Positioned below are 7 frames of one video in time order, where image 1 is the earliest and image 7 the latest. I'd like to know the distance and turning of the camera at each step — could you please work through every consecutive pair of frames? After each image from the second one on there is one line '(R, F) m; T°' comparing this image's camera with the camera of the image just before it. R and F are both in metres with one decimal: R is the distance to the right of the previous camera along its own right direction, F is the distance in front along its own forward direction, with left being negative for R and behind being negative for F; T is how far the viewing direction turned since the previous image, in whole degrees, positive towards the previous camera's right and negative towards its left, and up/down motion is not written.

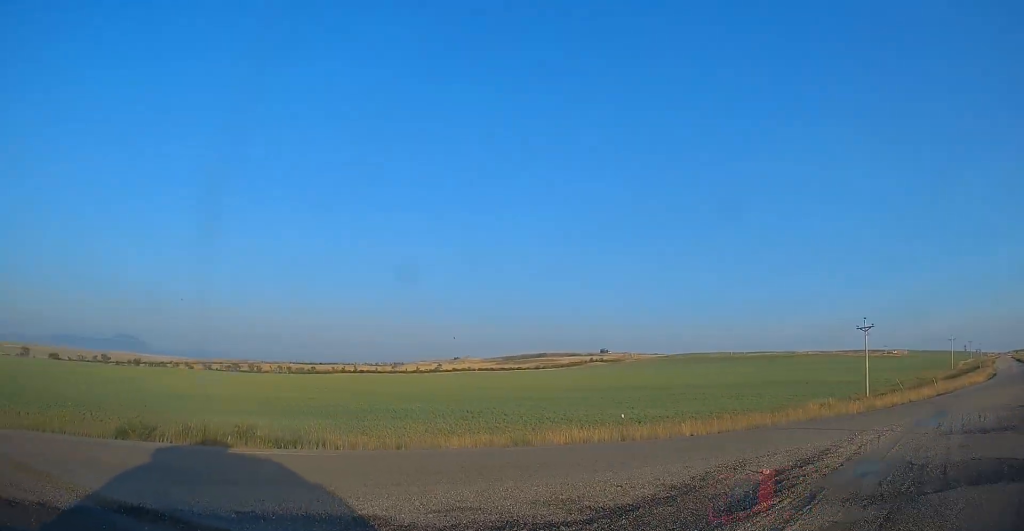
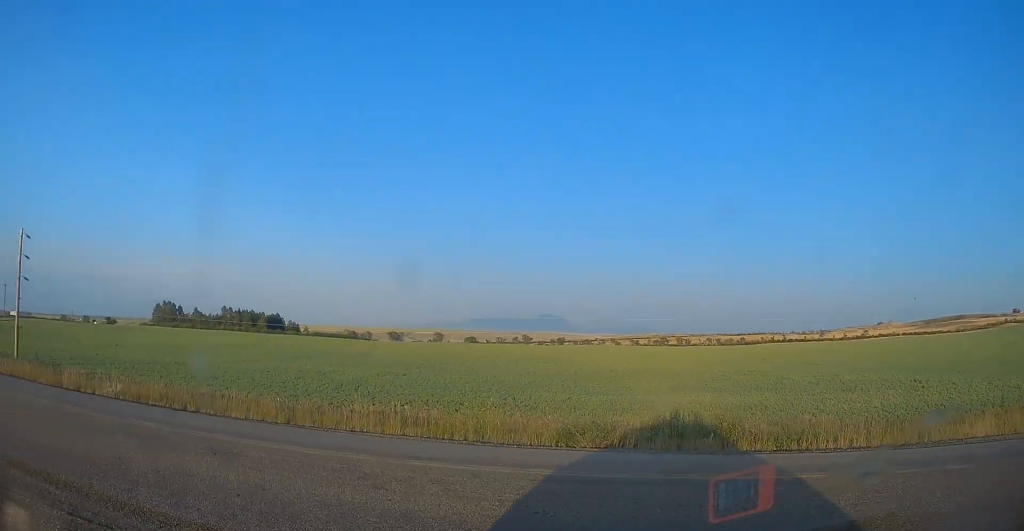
(-1.1, +4.1) m; -35°
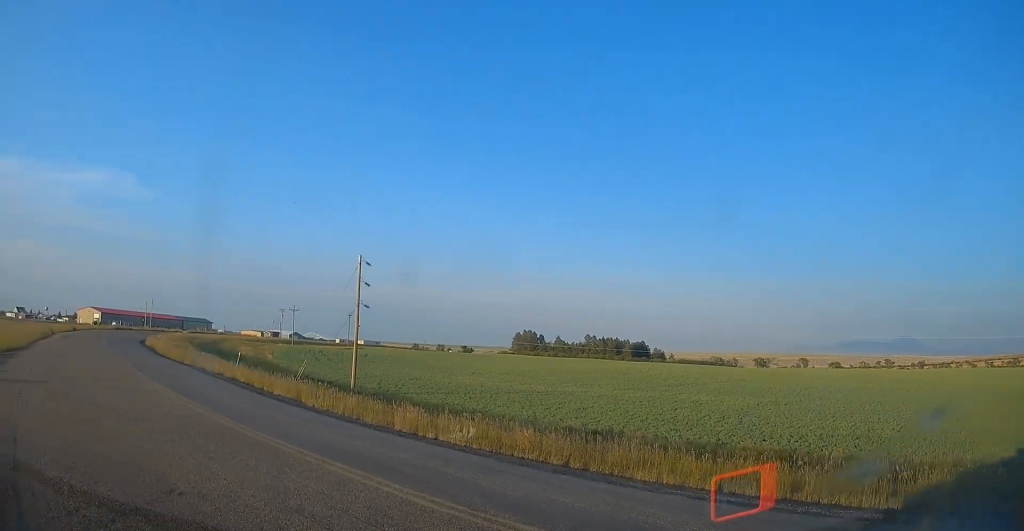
(-1.1, +4.4) m; -26°
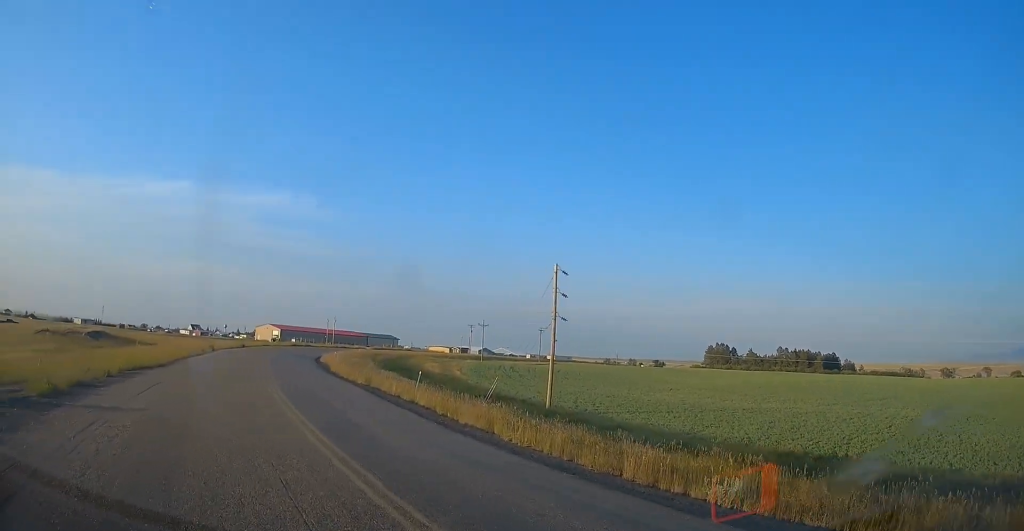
(-0.7, +4.3) m; -8°
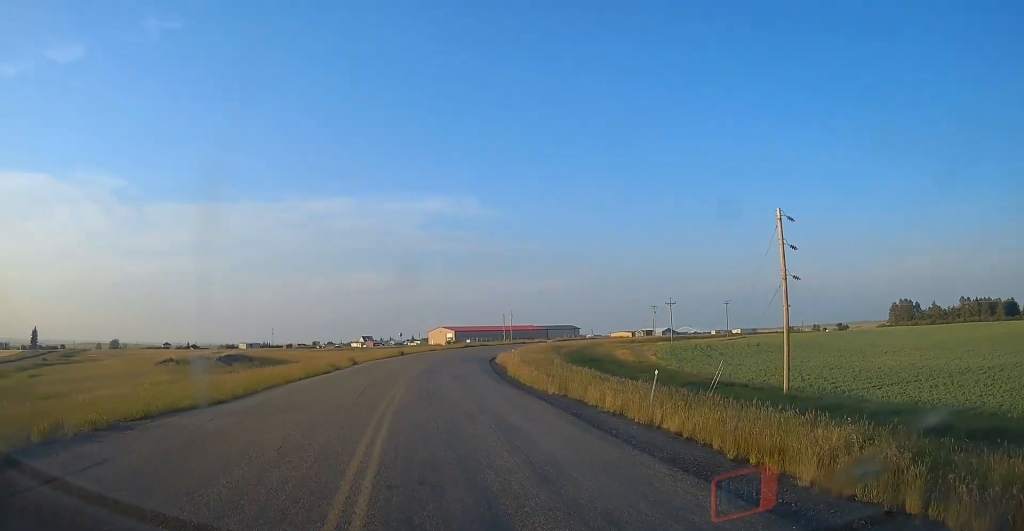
(-0.7, +11.1) m; -7°
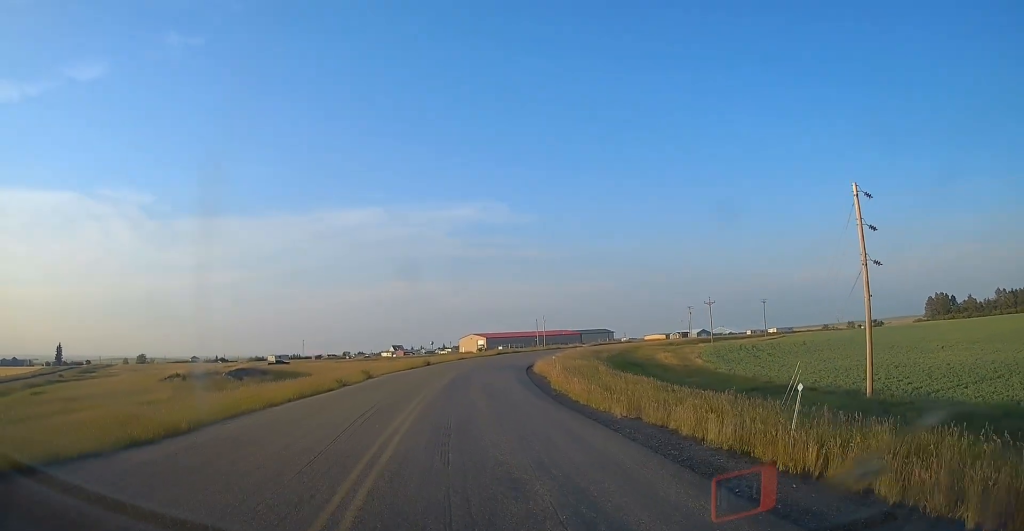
(-0.2, +5.9) m; -3°
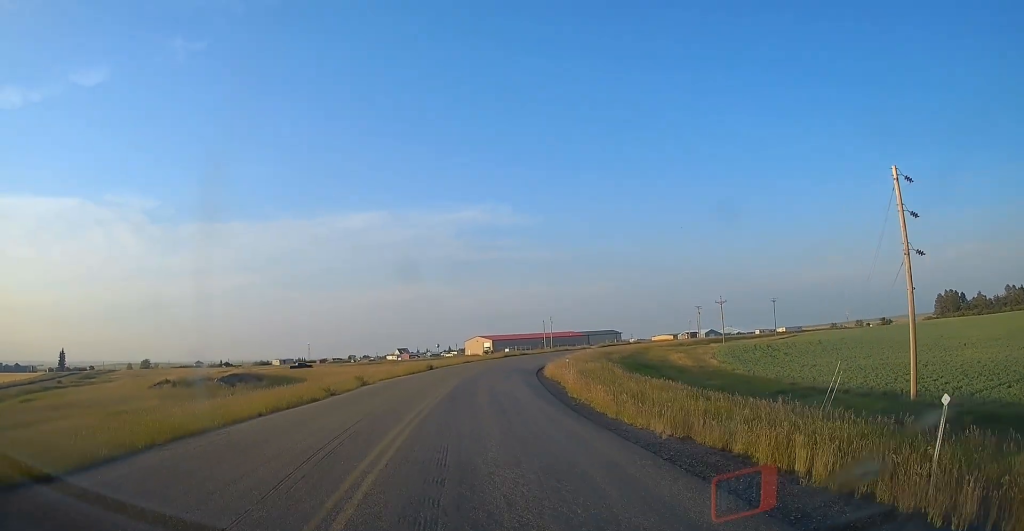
(0.0, +3.4) m; -2°
